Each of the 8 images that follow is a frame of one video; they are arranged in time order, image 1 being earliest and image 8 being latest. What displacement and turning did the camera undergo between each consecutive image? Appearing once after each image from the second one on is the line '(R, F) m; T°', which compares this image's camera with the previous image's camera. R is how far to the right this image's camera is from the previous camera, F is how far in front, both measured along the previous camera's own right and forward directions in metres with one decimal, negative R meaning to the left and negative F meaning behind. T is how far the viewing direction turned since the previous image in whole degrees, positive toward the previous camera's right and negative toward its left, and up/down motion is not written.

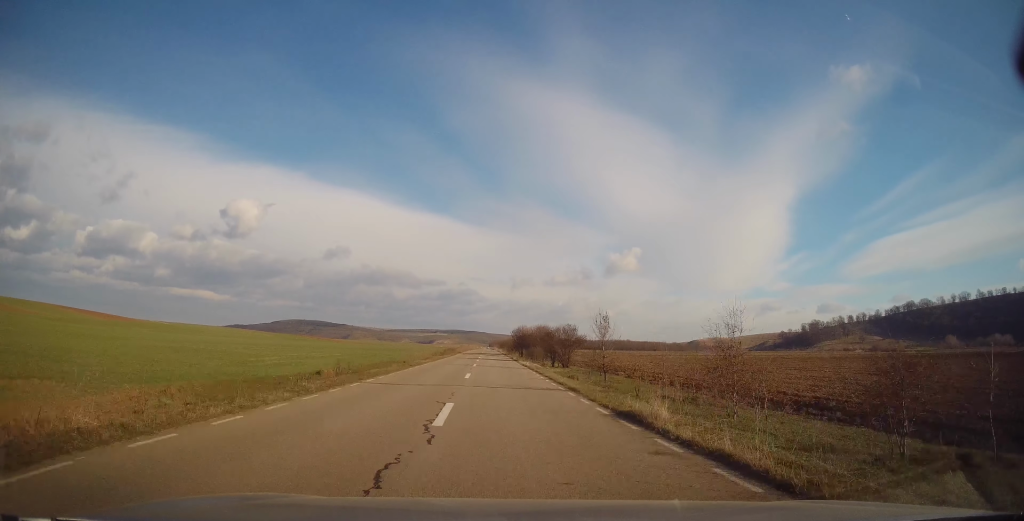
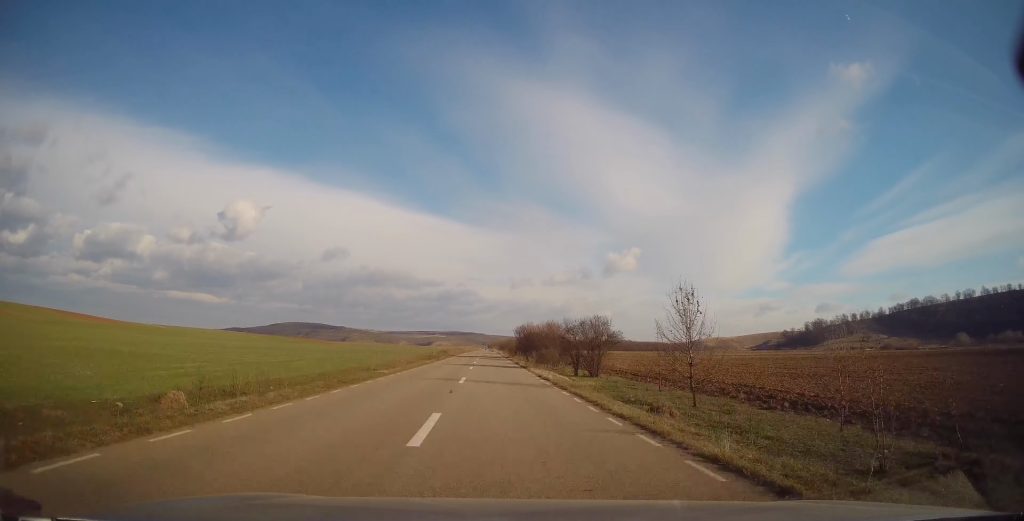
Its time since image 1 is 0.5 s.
(0.0, +13.2) m; 0°
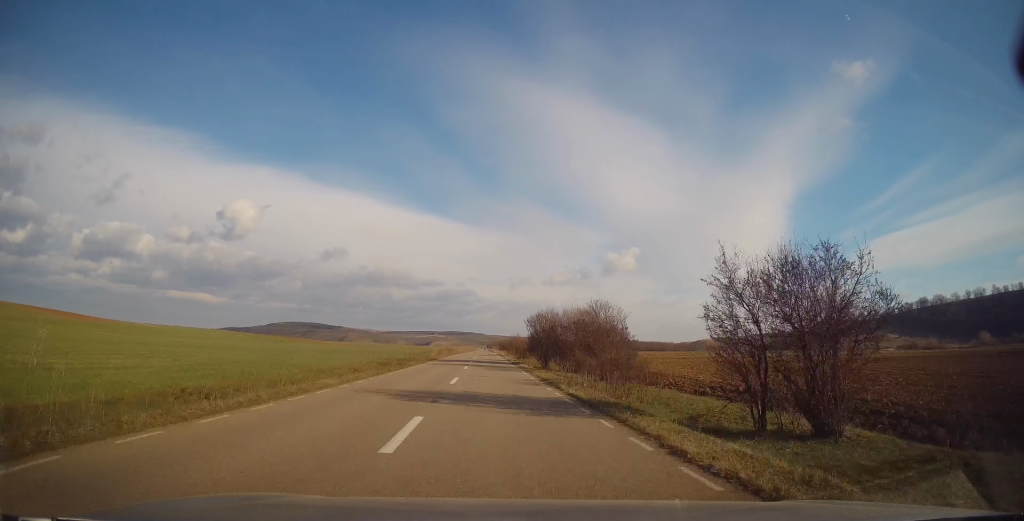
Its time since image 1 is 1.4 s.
(0.0, +24.2) m; 0°
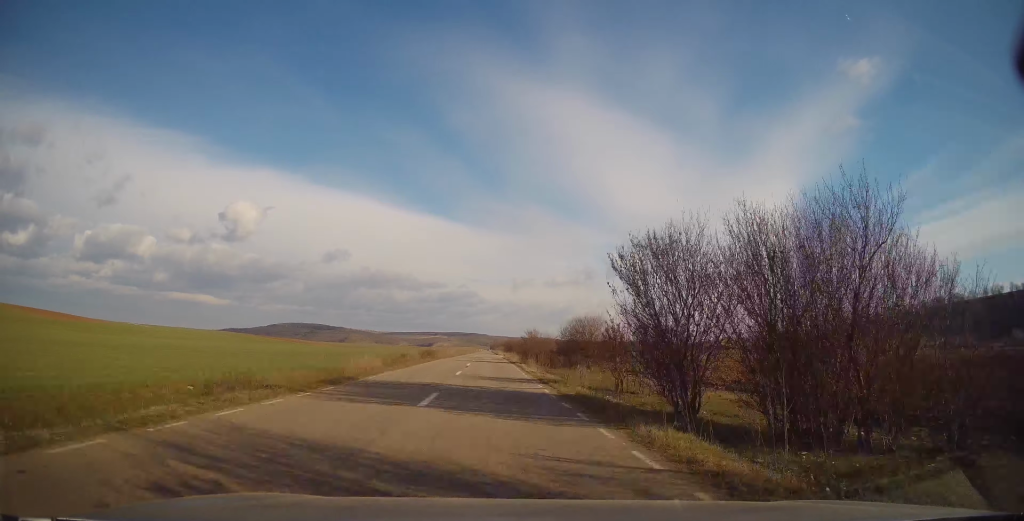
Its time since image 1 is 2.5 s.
(0.0, +31.3) m; 0°
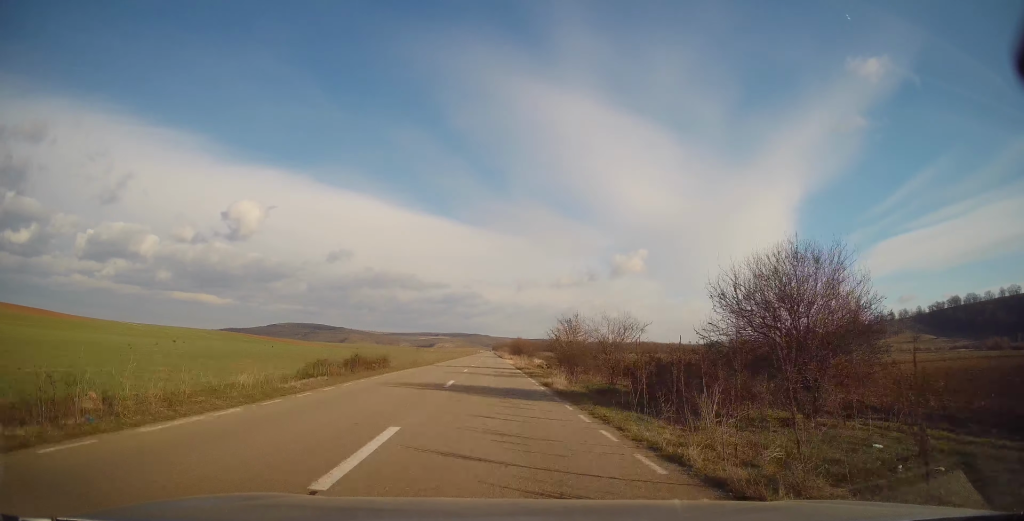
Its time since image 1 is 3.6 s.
(0.0, +29.5) m; 0°
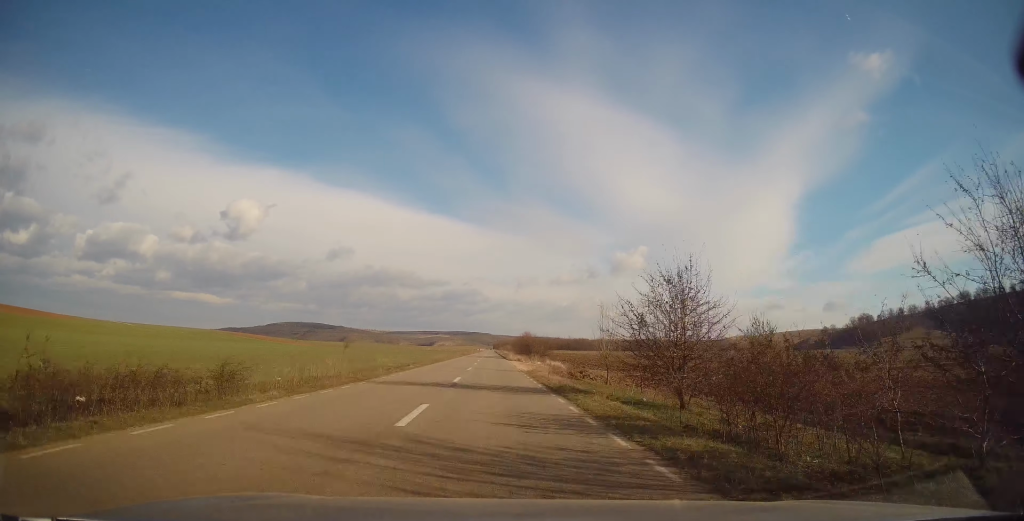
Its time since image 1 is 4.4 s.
(0.0, +20.9) m; 0°
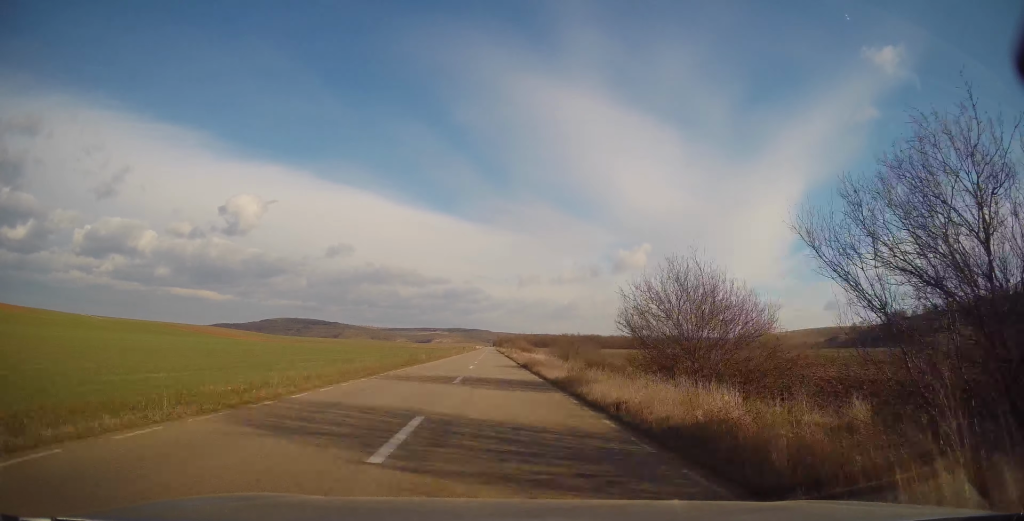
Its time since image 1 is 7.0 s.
(-0.6, +74.1) m; 0°
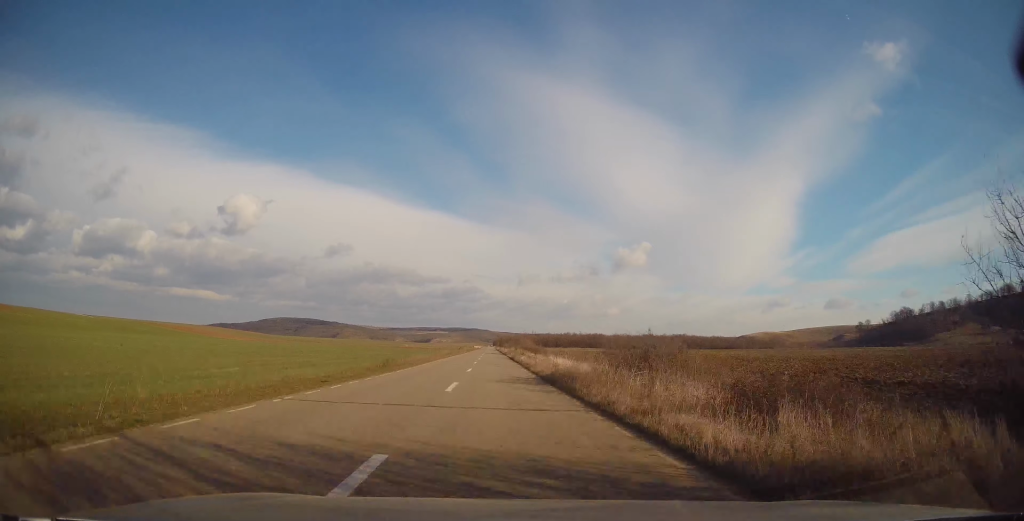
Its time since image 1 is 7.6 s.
(0.0, +14.9) m; 0°
